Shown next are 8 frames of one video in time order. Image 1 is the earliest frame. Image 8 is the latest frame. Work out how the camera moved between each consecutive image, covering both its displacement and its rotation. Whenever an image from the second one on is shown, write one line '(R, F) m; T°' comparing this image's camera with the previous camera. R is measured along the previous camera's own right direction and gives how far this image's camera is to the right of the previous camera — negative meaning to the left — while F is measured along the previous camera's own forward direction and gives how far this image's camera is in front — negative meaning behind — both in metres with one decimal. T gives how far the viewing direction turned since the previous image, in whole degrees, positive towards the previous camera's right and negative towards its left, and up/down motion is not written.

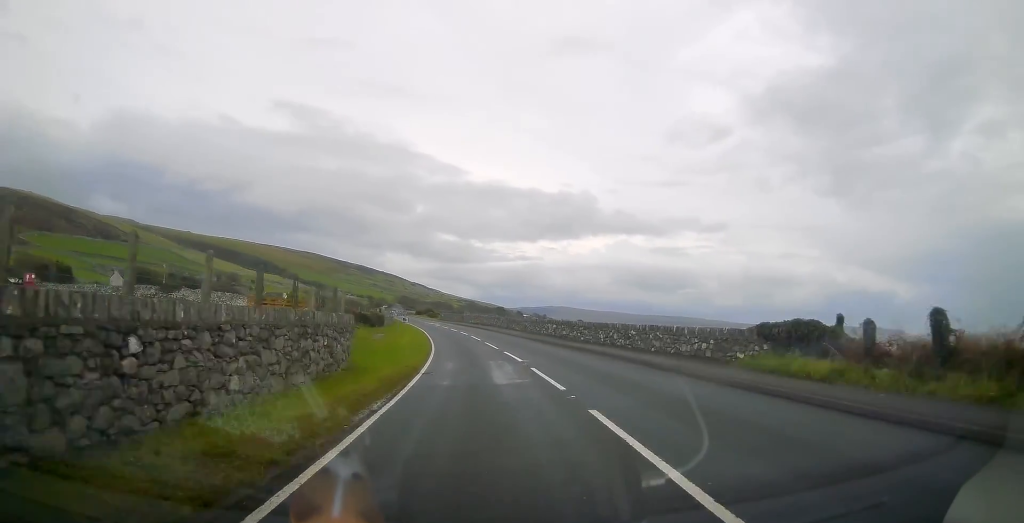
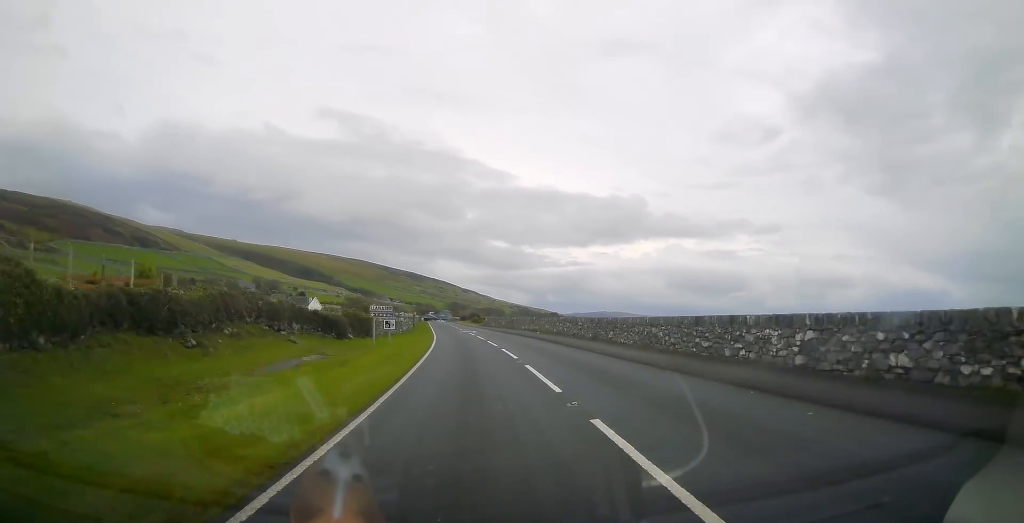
(-0.8, +27.4) m; -4°
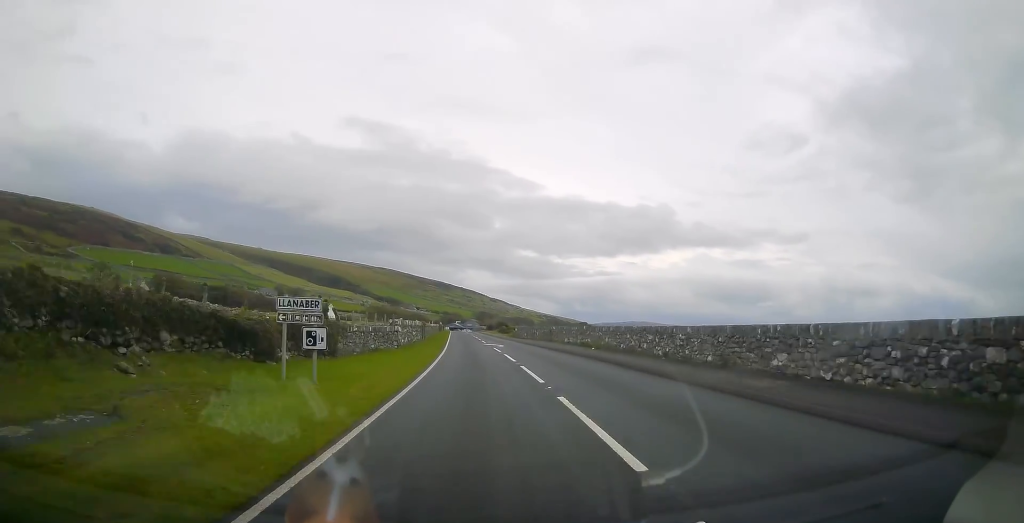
(-0.5, +14.1) m; -2°
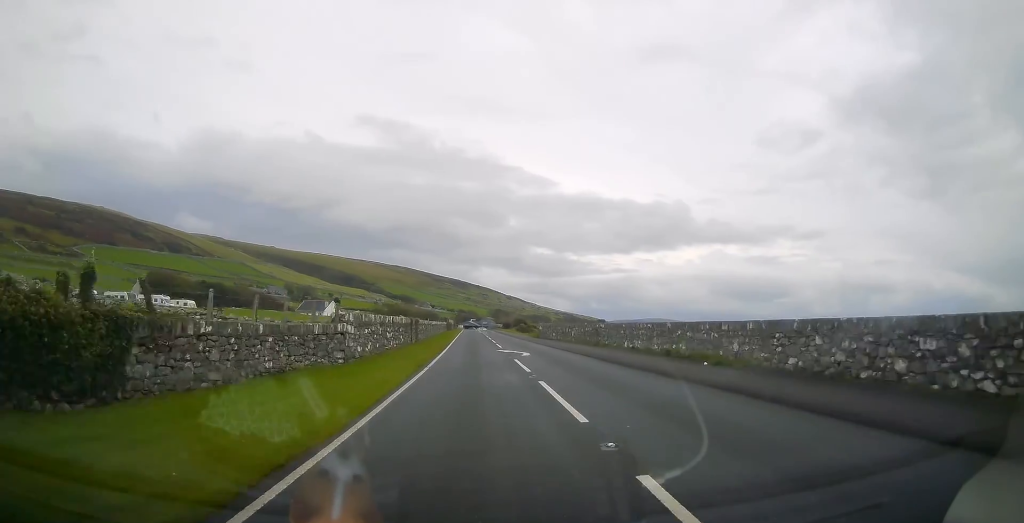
(-0.3, +14.9) m; -2°
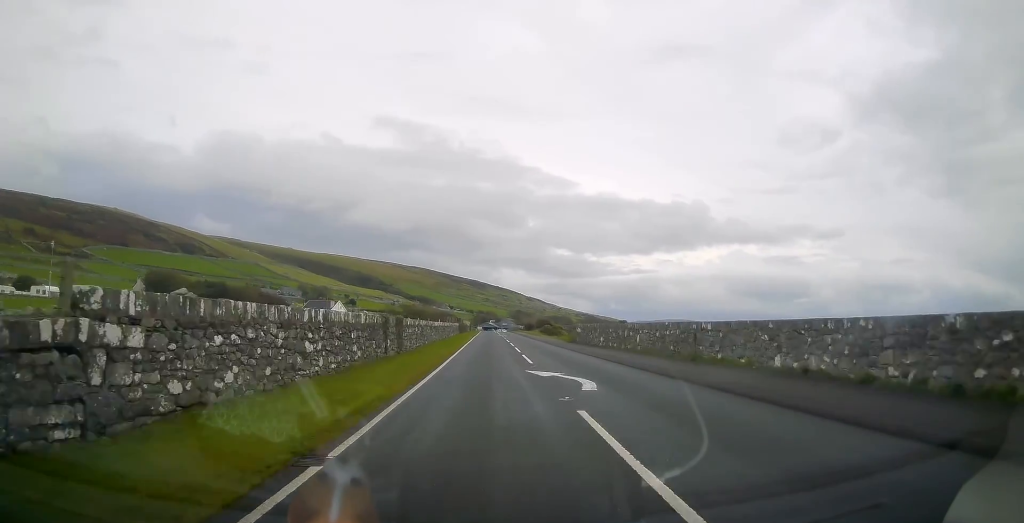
(-0.2, +13.3) m; -1°
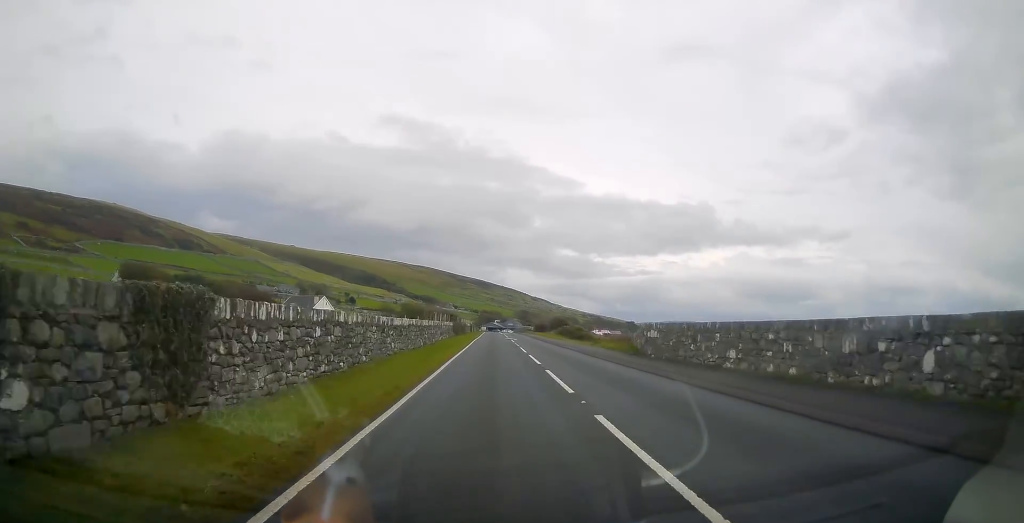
(-0.3, +18.0) m; -1°
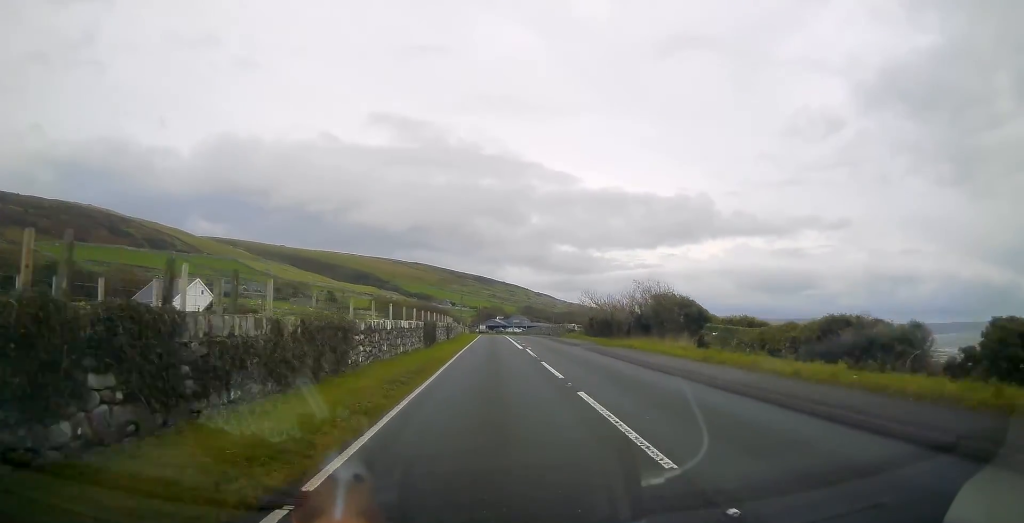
(-0.4, +59.0) m; 0°
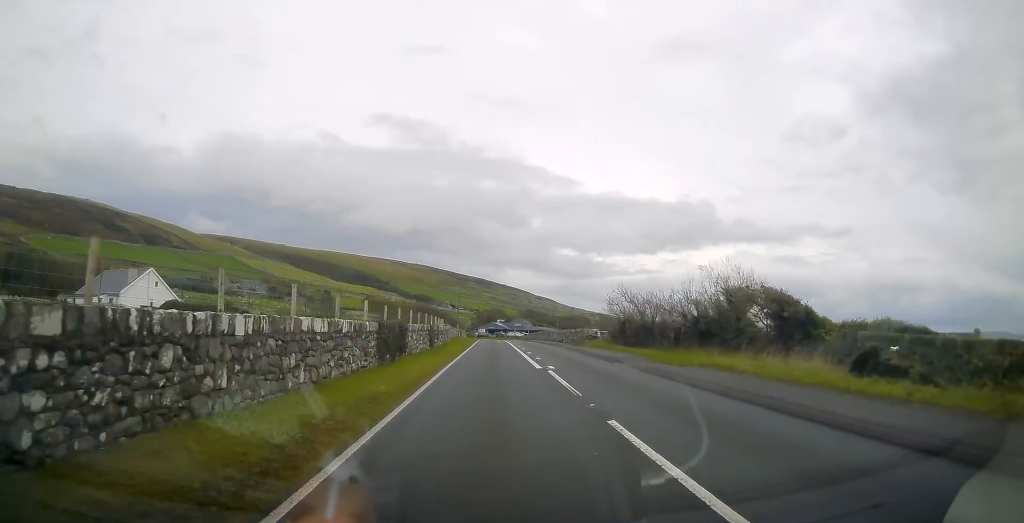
(0.0, +11.5) m; 0°
